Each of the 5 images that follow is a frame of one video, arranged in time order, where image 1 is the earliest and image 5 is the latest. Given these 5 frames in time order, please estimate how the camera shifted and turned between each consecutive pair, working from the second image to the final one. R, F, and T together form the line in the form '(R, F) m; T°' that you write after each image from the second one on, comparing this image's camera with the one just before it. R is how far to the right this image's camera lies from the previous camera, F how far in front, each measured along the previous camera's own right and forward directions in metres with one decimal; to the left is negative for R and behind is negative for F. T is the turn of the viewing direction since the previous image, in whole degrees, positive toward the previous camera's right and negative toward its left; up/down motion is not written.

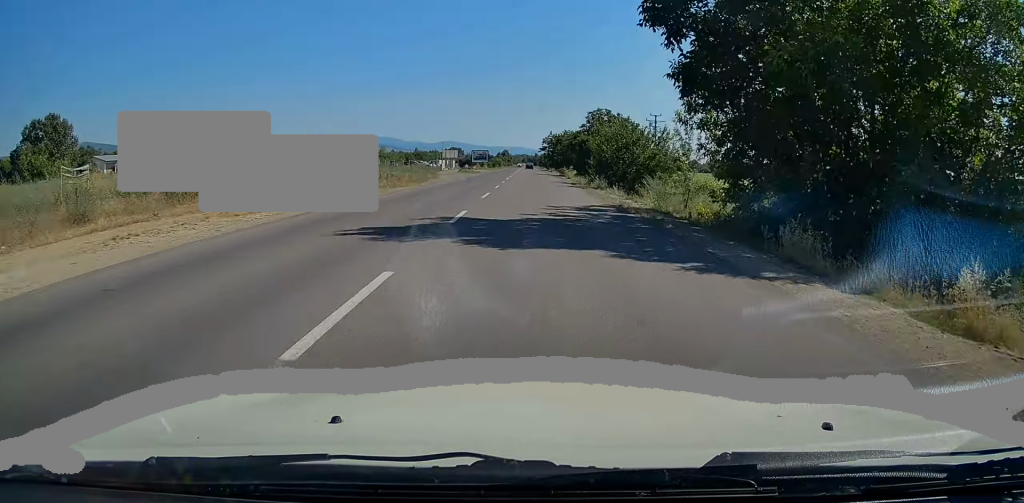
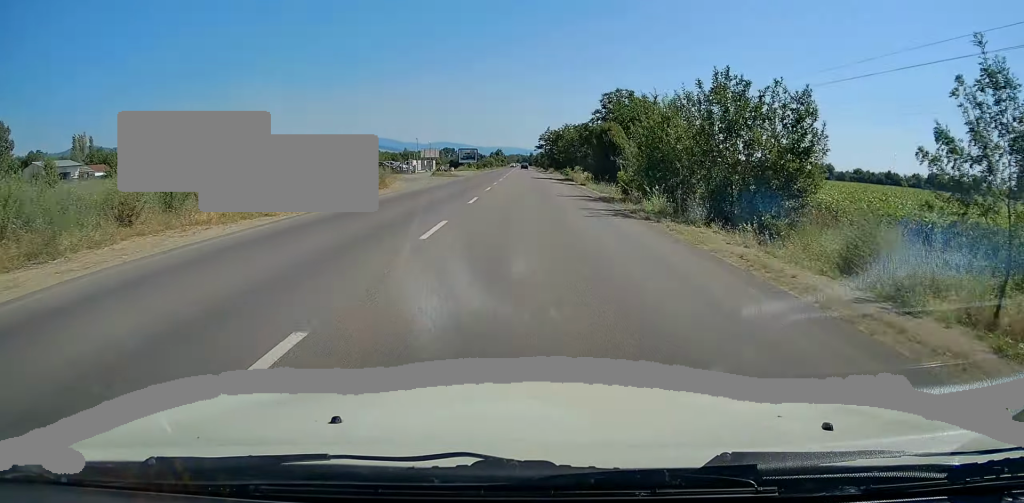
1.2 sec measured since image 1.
(+0.1, +20.3) m; +1°
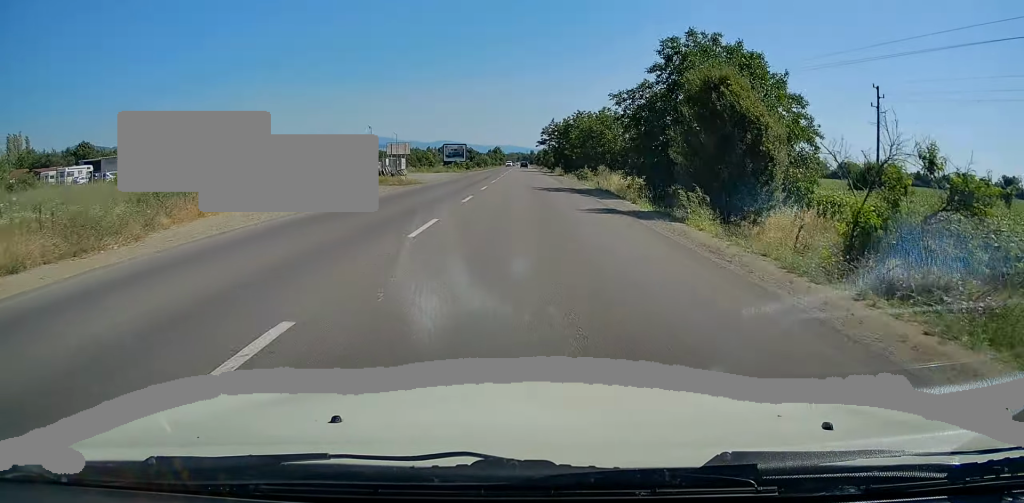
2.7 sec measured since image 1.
(+0.2, +26.4) m; 0°
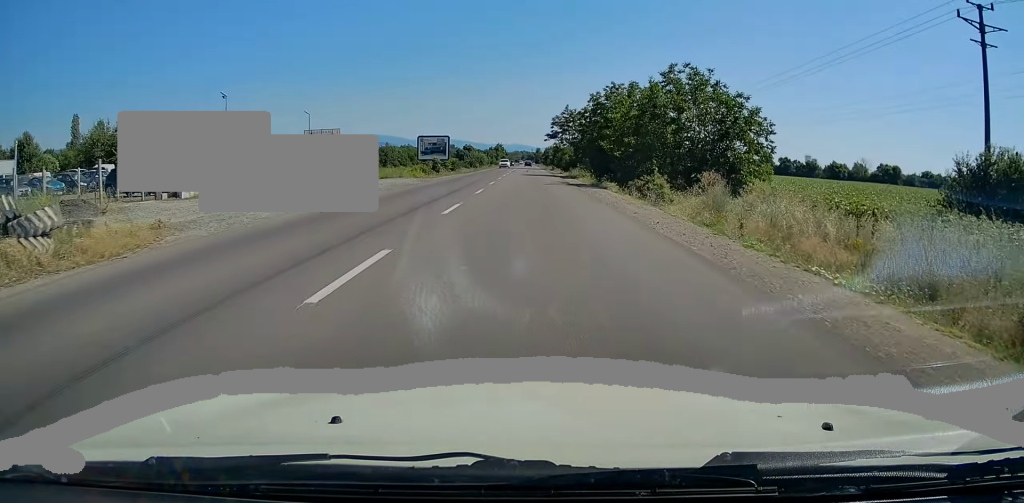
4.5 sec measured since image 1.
(0.0, +31.7) m; -1°
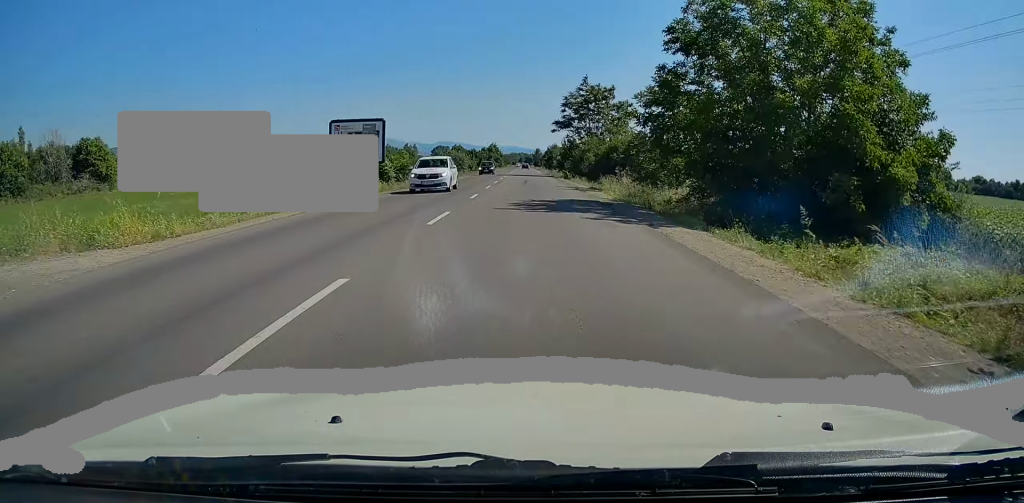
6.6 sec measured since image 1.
(-0.2, +37.8) m; 0°
